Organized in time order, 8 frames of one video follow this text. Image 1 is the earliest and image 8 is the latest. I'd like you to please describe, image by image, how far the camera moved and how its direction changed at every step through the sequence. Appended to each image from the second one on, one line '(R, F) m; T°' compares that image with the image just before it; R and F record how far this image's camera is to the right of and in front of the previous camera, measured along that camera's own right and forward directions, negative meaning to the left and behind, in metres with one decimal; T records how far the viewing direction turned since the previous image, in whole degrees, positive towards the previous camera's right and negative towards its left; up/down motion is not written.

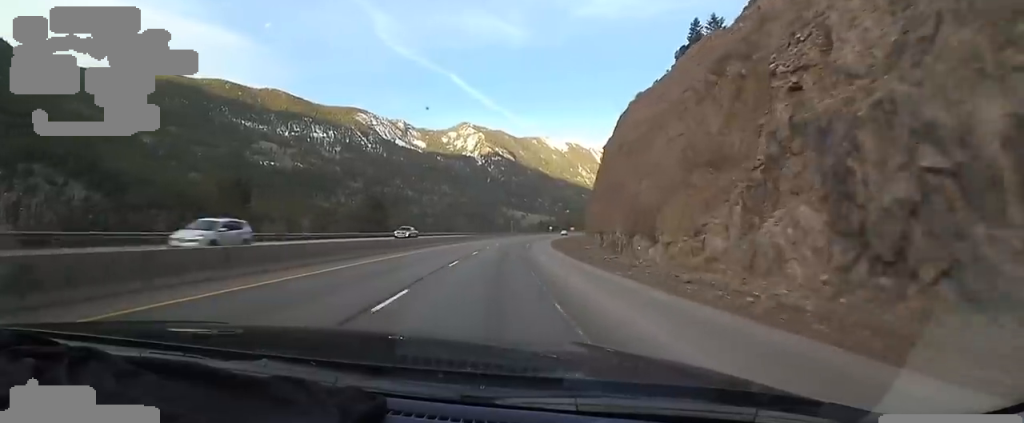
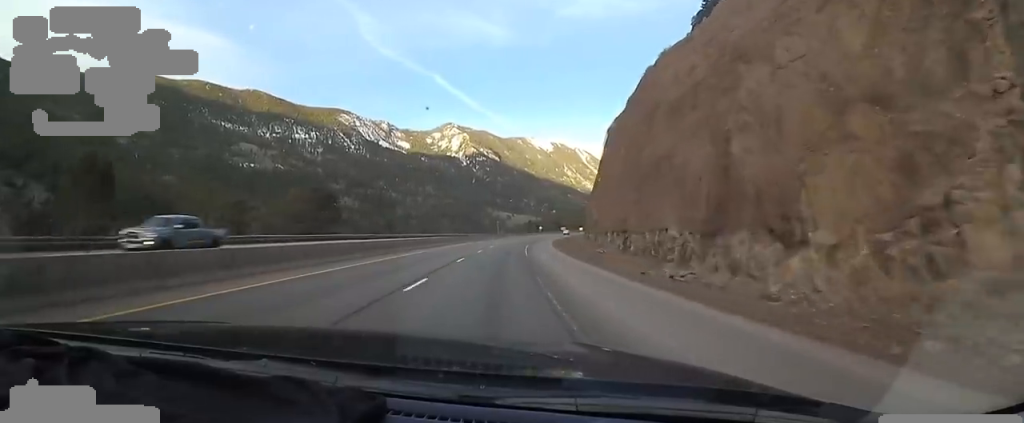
(+0.5, +20.7) m; +2°
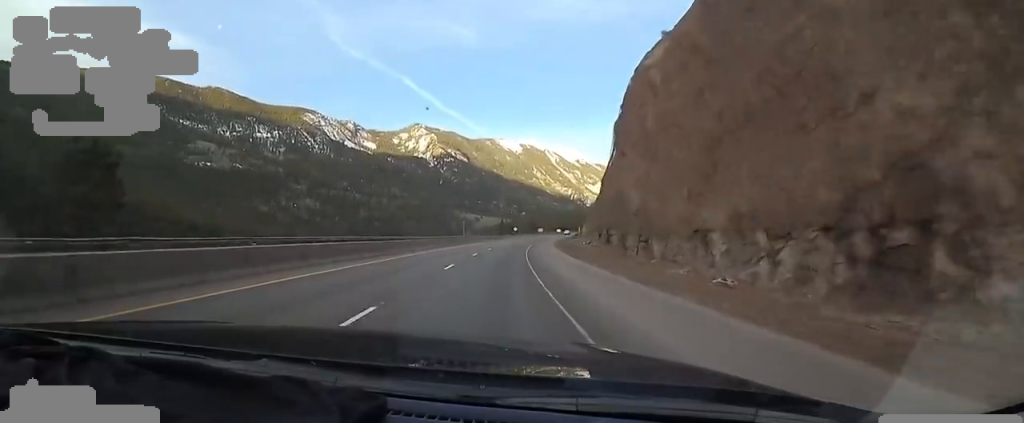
(+1.7, +41.5) m; +5°
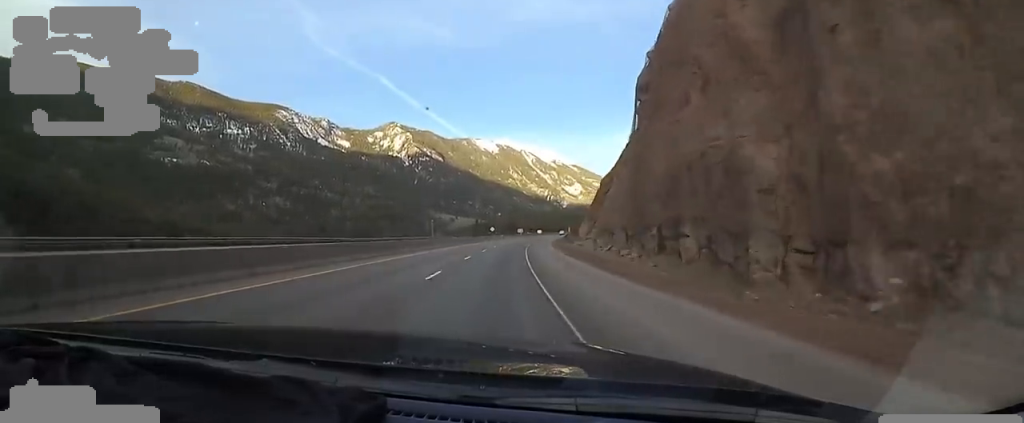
(+0.7, +28.2) m; +1°
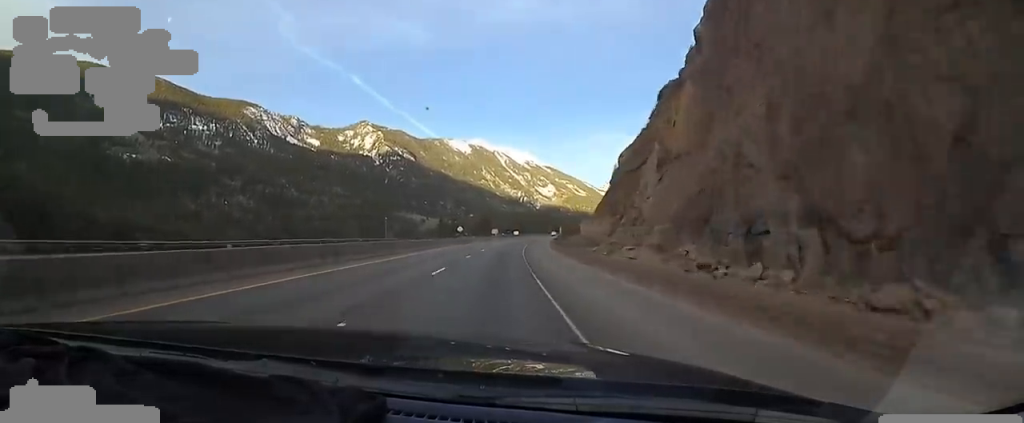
(+0.1, +34.5) m; +3°
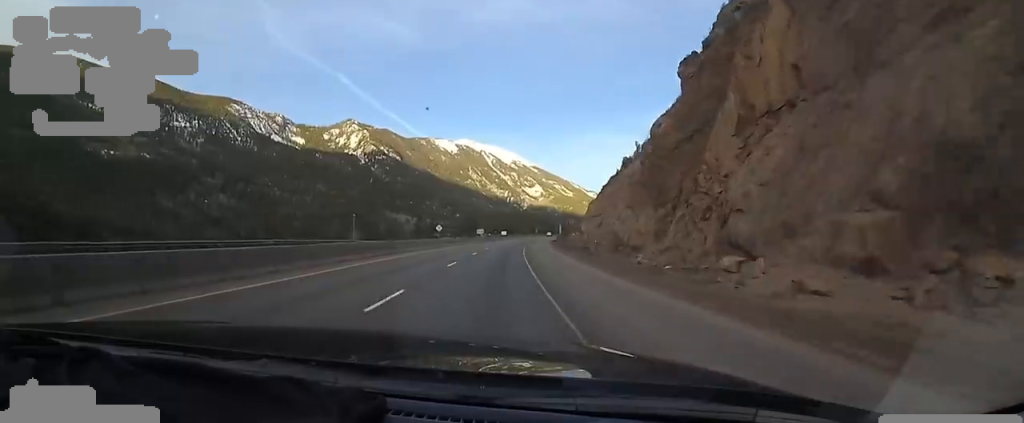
(+0.8, +19.7) m; +4°
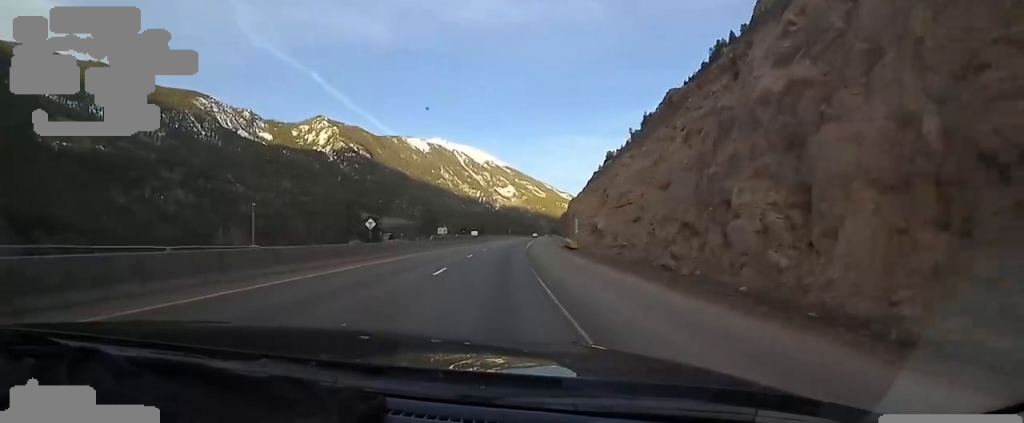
(+2.7, +40.2) m; +6°
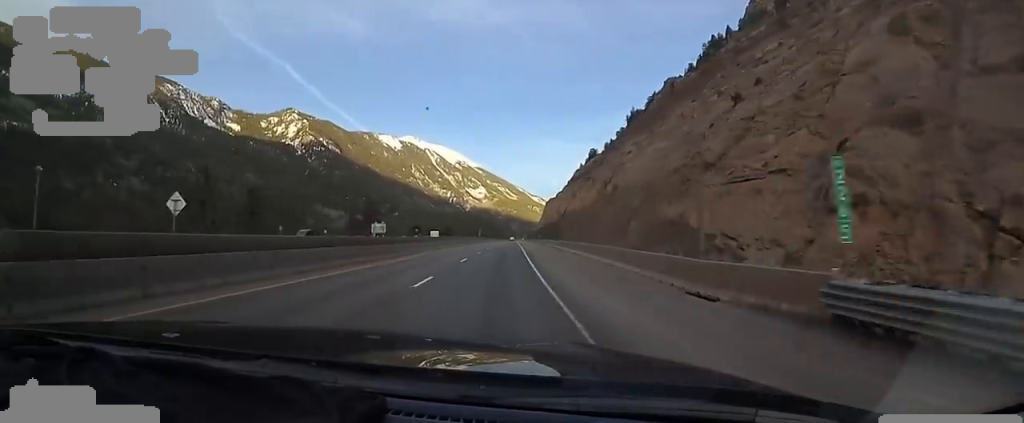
(+0.2, +39.1) m; +1°
